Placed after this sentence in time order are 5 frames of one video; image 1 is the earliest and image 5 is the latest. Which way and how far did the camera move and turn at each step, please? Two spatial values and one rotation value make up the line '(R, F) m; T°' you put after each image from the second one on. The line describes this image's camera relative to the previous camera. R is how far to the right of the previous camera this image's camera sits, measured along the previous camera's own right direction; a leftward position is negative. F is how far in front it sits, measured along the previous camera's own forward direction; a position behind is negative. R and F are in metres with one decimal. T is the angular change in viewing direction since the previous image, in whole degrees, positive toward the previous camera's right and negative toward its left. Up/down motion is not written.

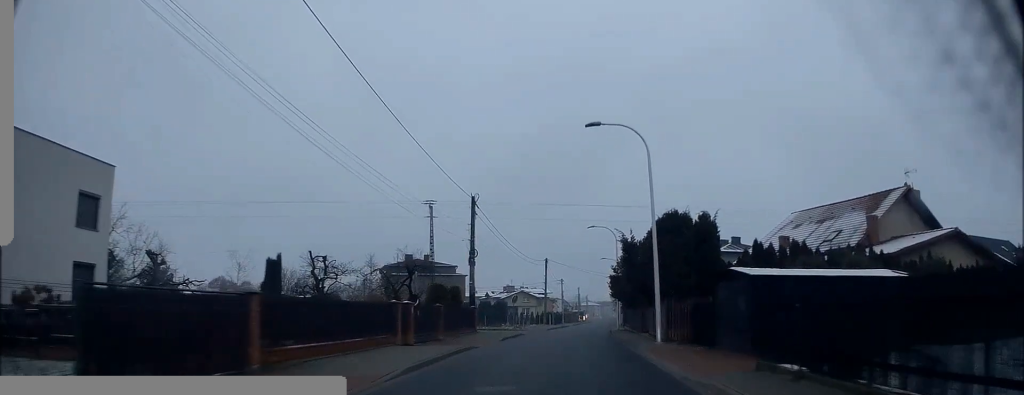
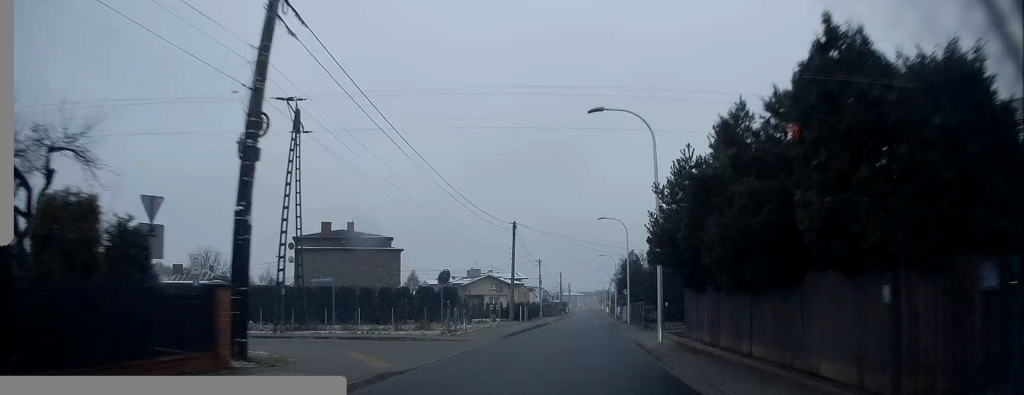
(+0.7, +26.2) m; +2°
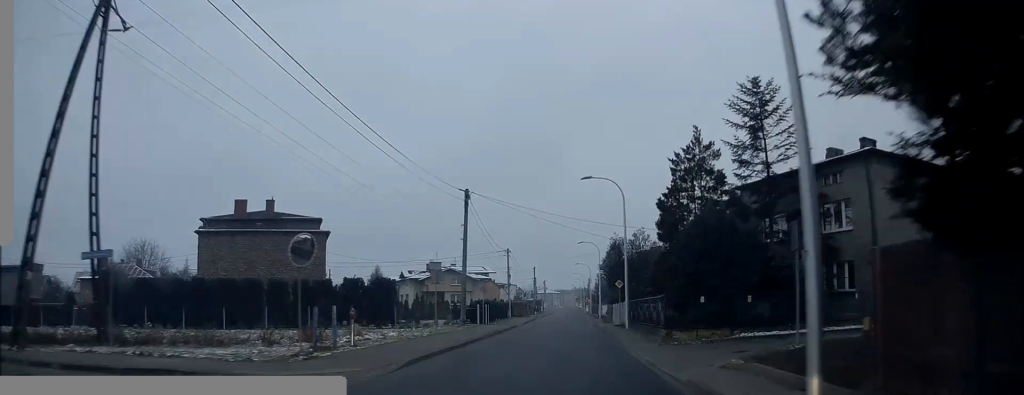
(+0.1, +14.4) m; +1°
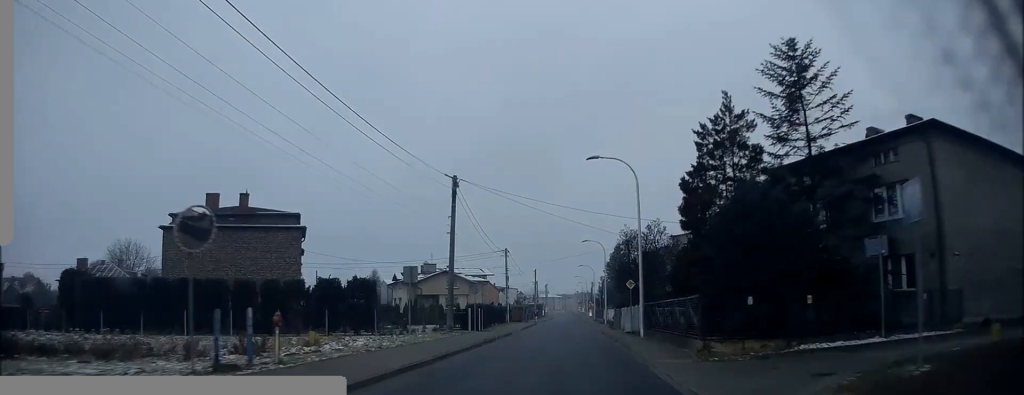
(+0.1, +5.1) m; +1°
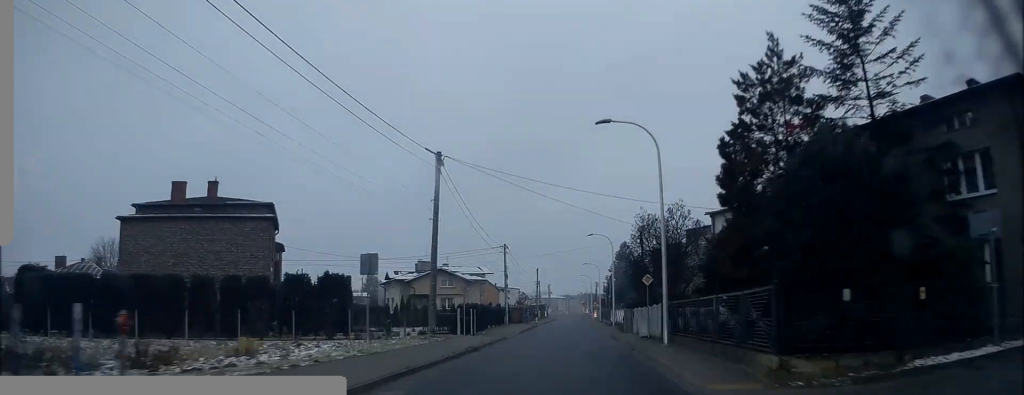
(0.0, +5.3) m; 0°
